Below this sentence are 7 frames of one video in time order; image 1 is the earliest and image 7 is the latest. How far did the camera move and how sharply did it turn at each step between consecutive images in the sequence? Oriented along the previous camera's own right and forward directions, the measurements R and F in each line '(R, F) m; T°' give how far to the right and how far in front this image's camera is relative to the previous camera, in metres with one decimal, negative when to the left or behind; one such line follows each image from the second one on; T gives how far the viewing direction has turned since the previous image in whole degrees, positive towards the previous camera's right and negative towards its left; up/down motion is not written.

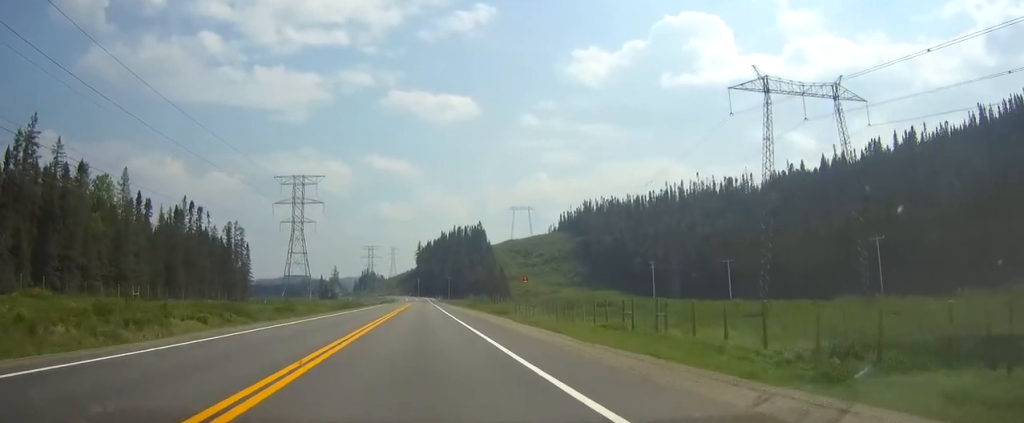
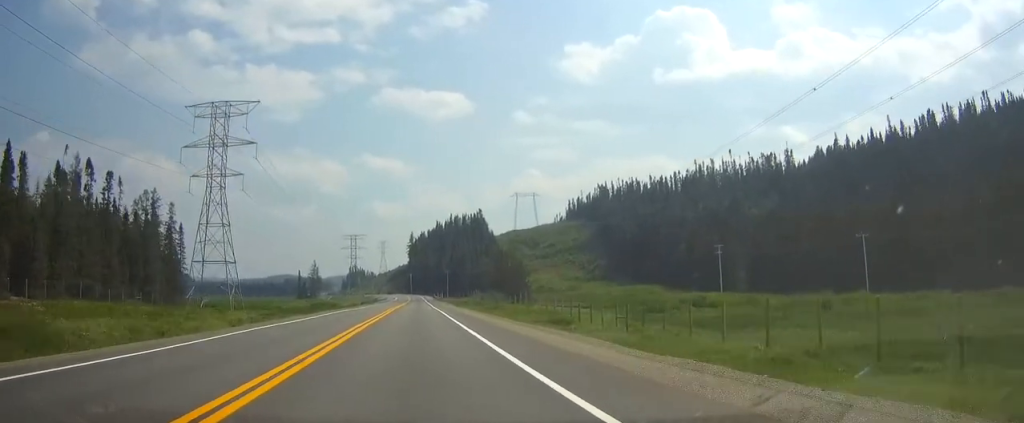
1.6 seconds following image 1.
(+0.4, +51.5) m; 0°
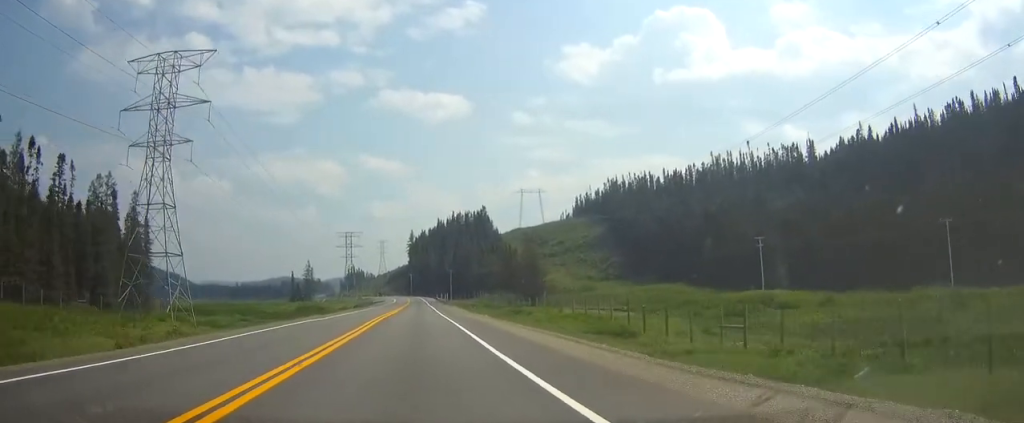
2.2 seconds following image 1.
(0.0, +19.8) m; 0°
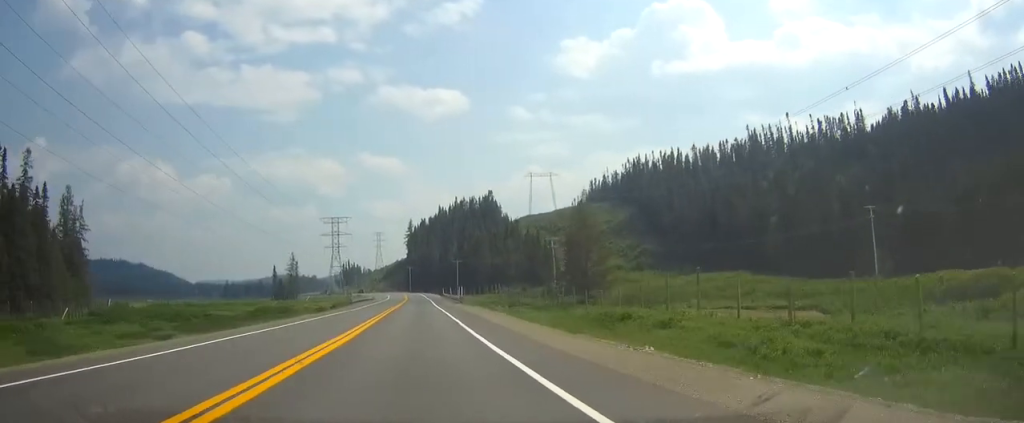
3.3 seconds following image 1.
(+0.1, +38.5) m; 0°
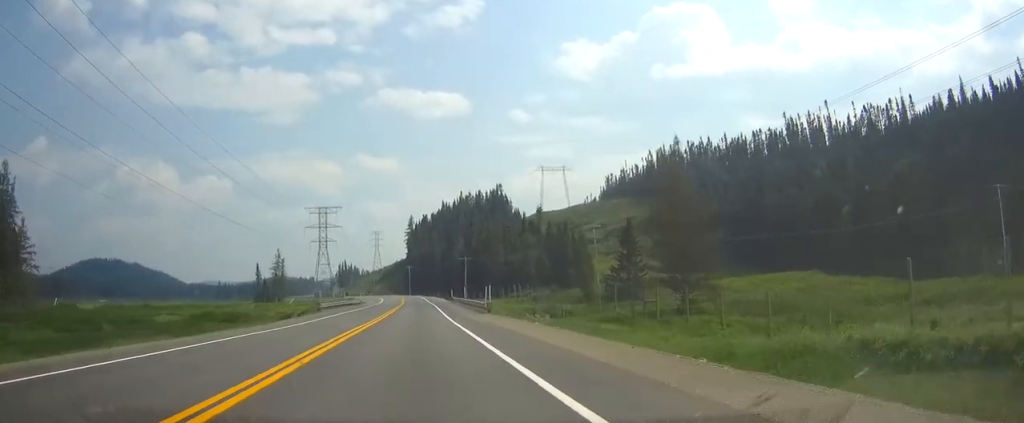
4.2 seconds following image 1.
(0.0, +29.6) m; 0°
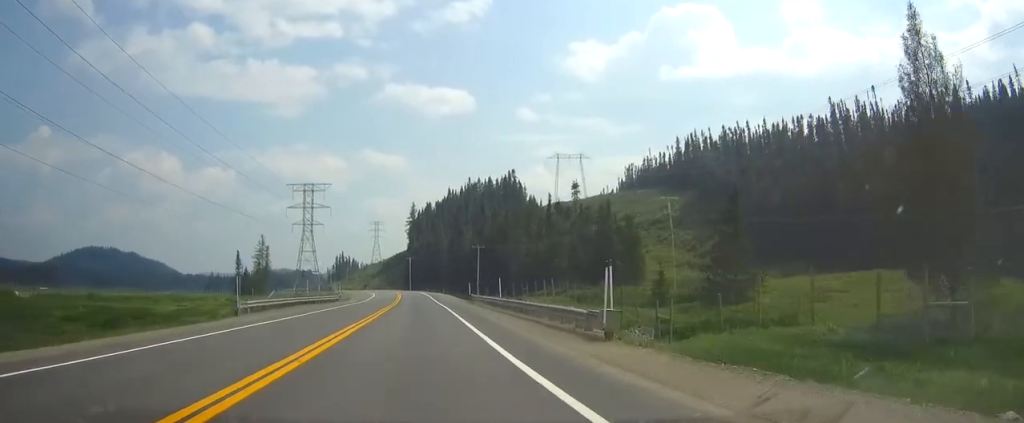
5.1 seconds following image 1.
(0.0, +28.4) m; -1°
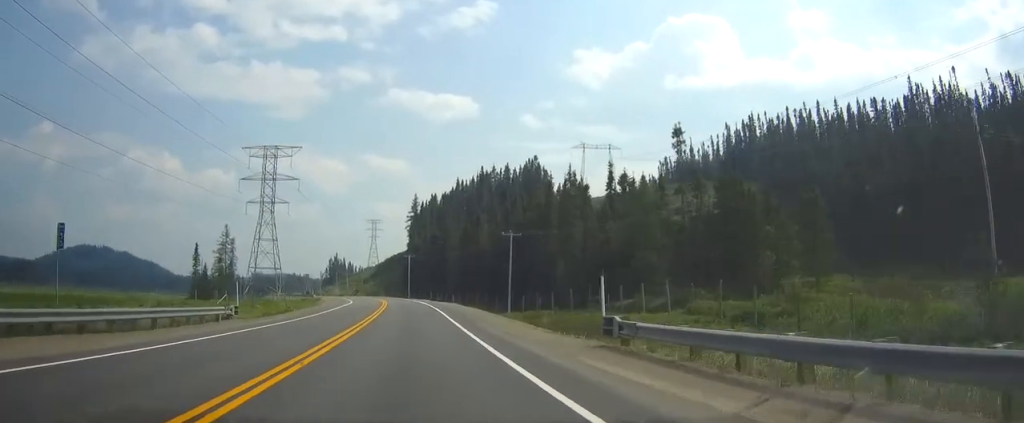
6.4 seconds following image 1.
(-2.3, +43.3) m; -7°
